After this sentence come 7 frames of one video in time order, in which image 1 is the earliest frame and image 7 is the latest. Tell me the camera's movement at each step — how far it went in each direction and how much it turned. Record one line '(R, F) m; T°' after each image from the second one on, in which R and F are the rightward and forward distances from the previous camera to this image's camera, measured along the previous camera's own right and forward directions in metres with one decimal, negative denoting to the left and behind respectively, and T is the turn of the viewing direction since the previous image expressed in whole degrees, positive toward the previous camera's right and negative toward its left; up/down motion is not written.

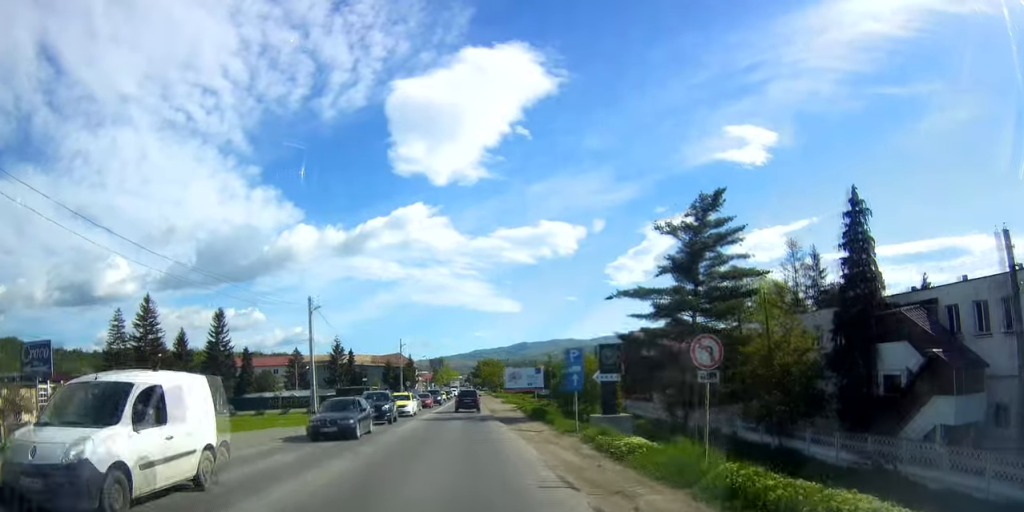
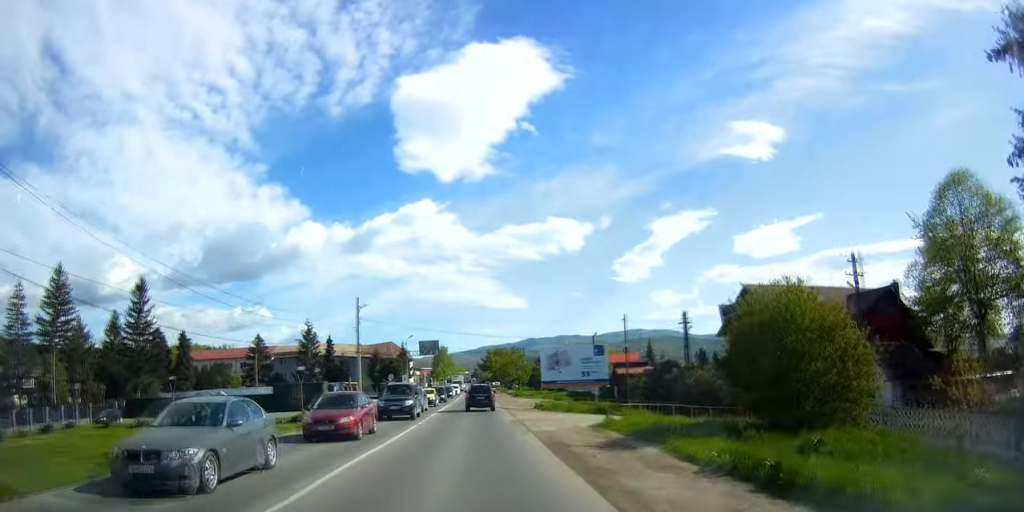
(-0.3, +32.8) m; 0°
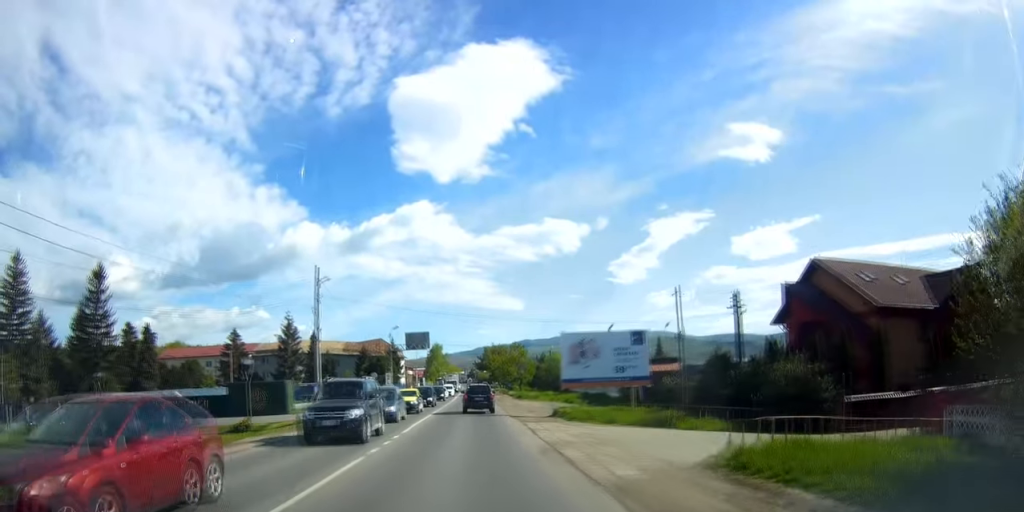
(-0.1, +11.2) m; -1°
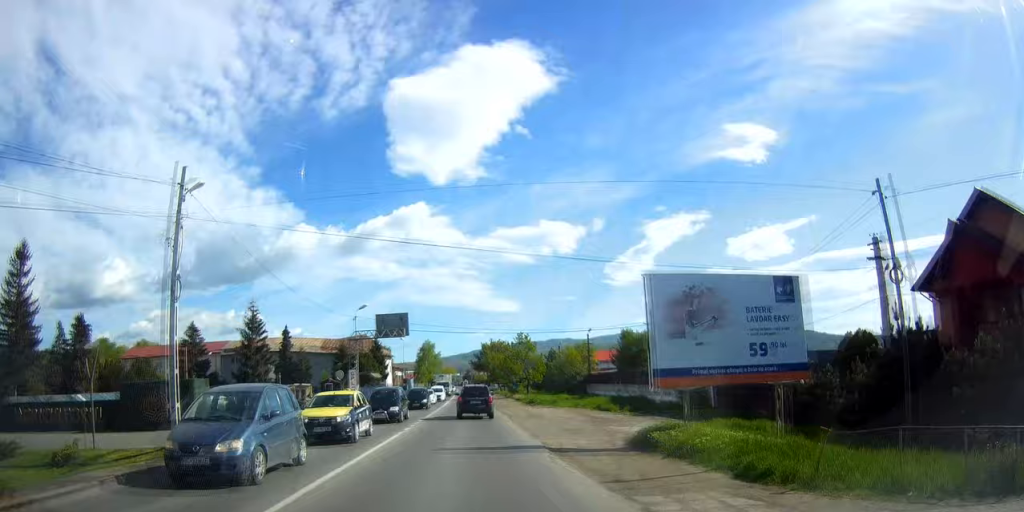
(0.0, +17.2) m; 0°
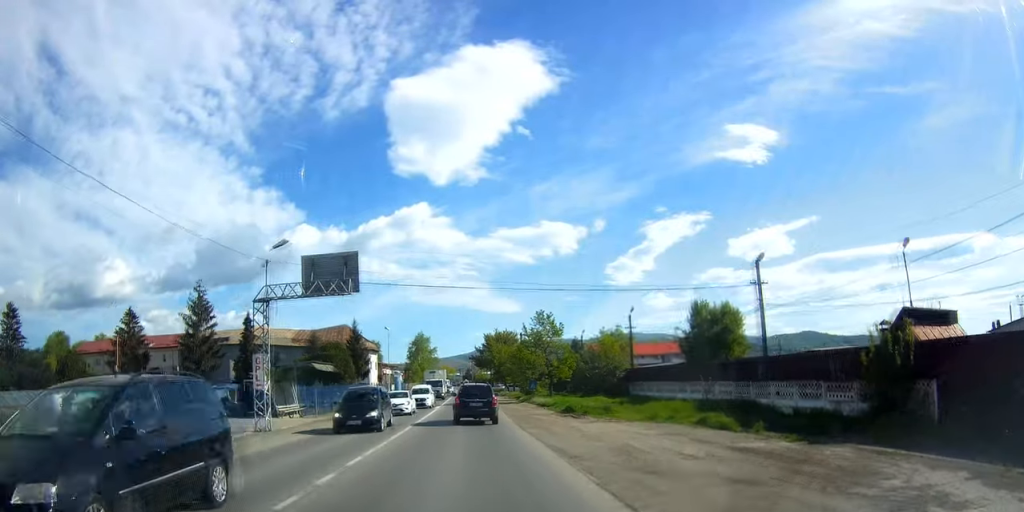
(0.0, +20.8) m; 0°
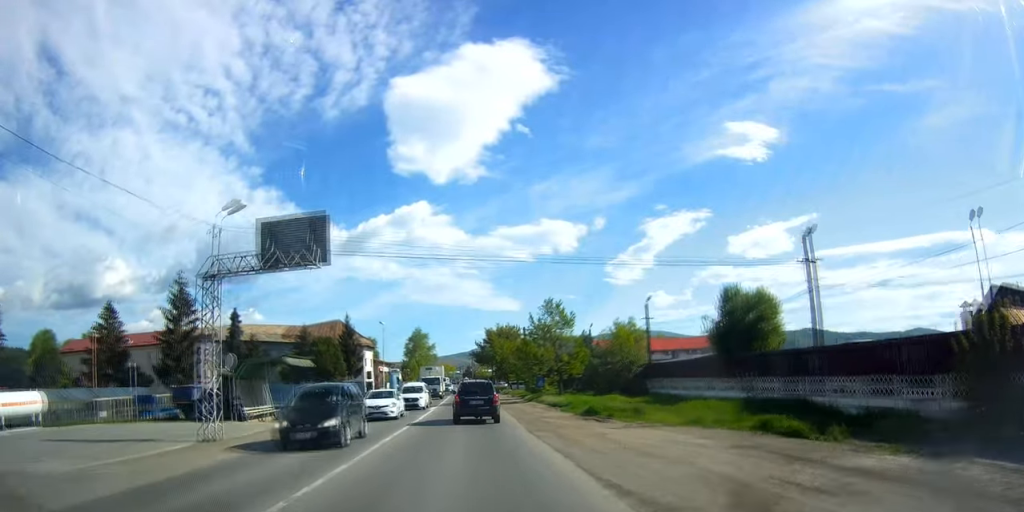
(0.0, +5.8) m; 0°
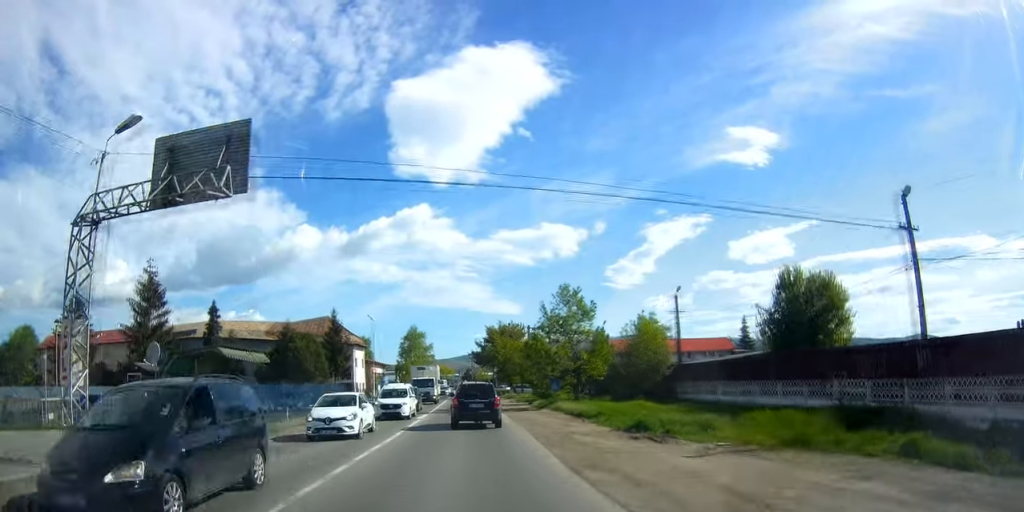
(0.0, +8.0) m; 0°
